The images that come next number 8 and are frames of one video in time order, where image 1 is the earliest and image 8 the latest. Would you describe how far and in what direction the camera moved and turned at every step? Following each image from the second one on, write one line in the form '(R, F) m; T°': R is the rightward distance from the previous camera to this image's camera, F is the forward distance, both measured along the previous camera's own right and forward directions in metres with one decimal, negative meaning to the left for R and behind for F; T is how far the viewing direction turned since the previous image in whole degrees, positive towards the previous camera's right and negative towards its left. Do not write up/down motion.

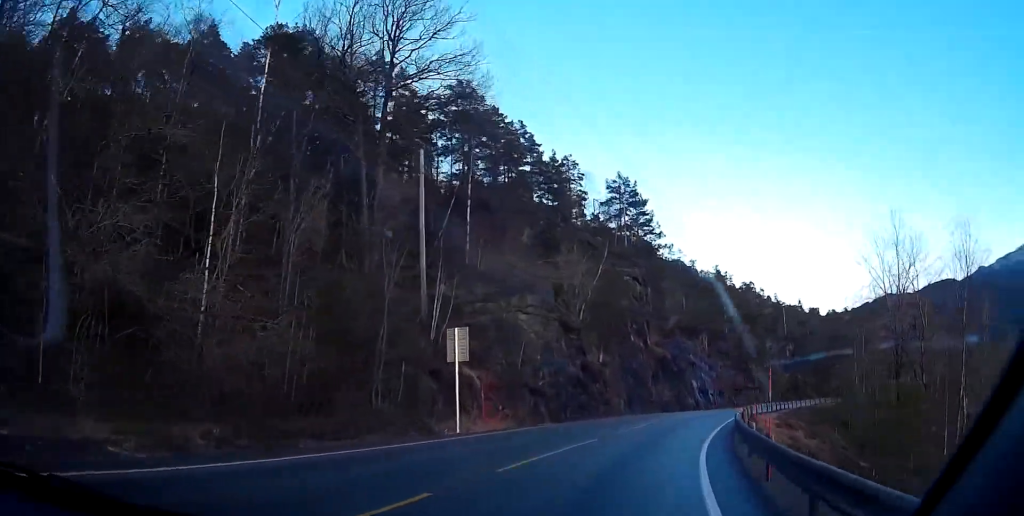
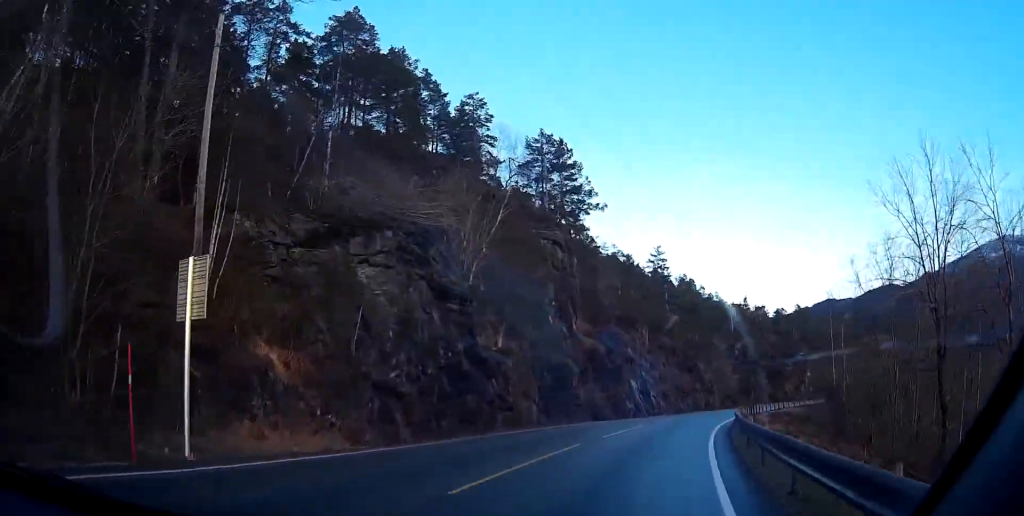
(0.0, +14.6) m; +1°
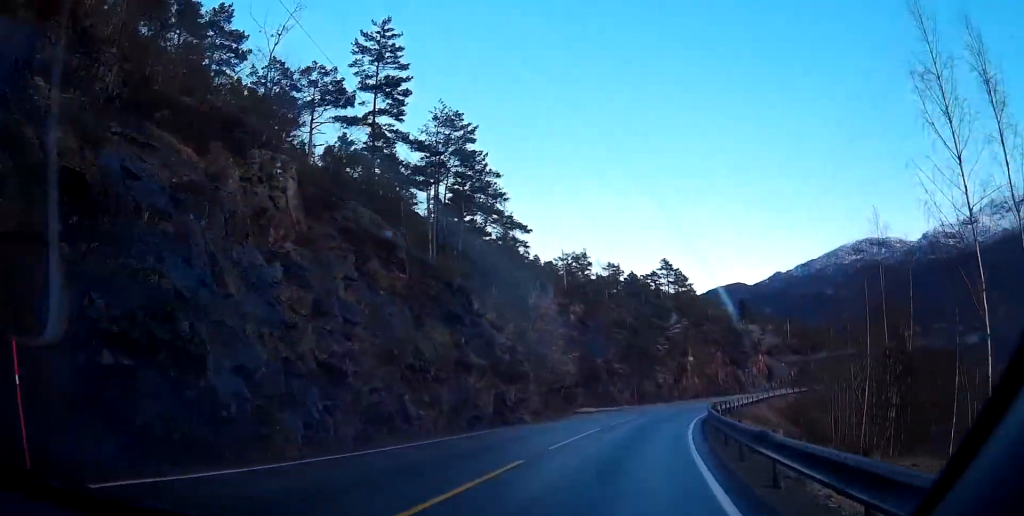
(+7.6, +50.8) m; +16°
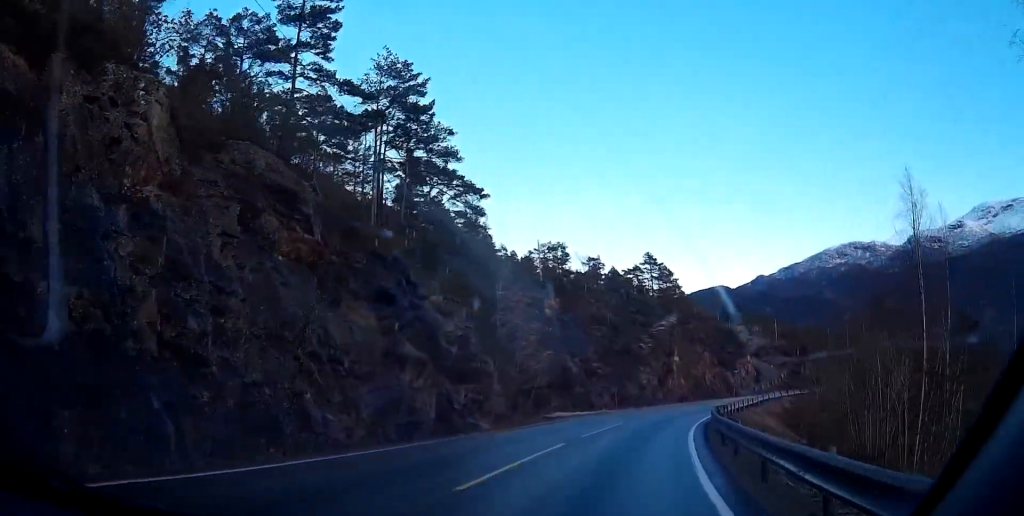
(0.0, +6.9) m; +3°
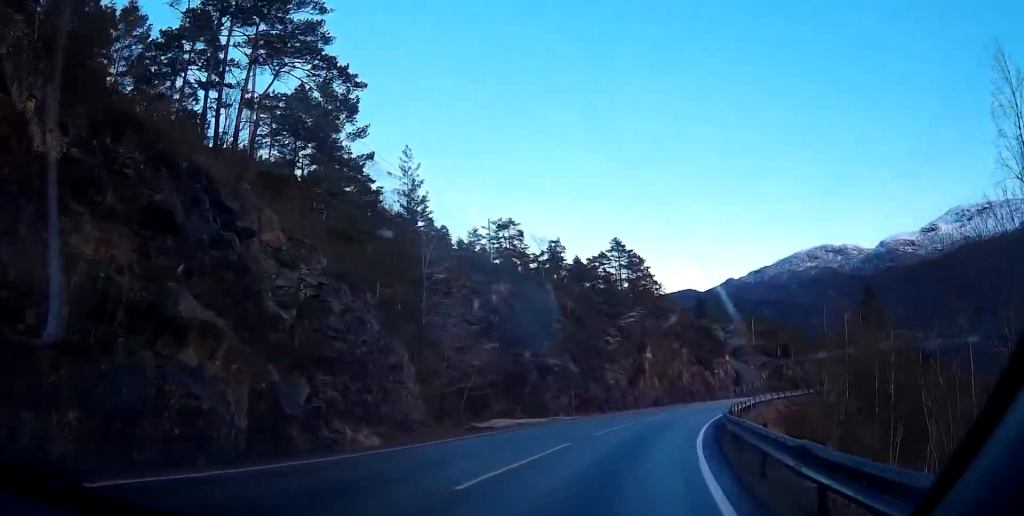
(+0.6, +11.7) m; +2°
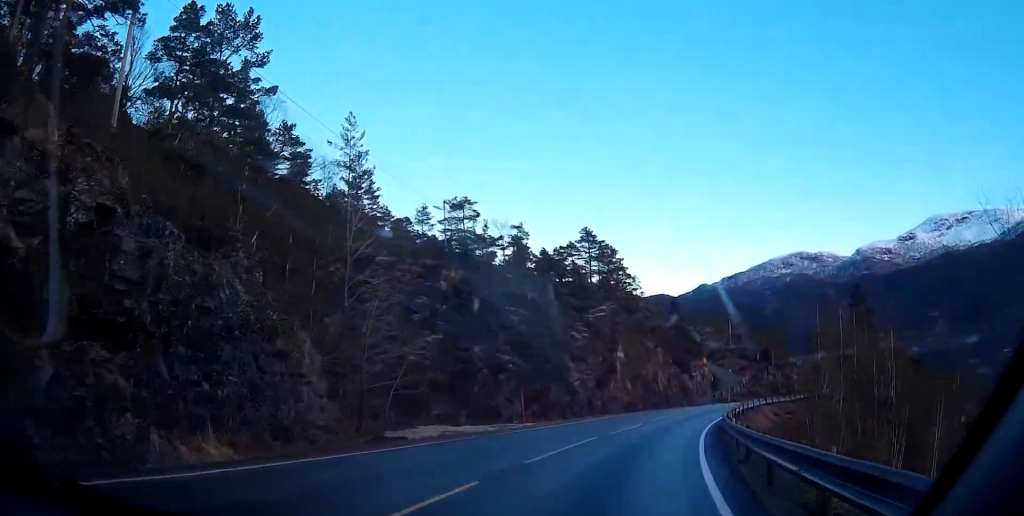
(+0.1, +8.0) m; +1°
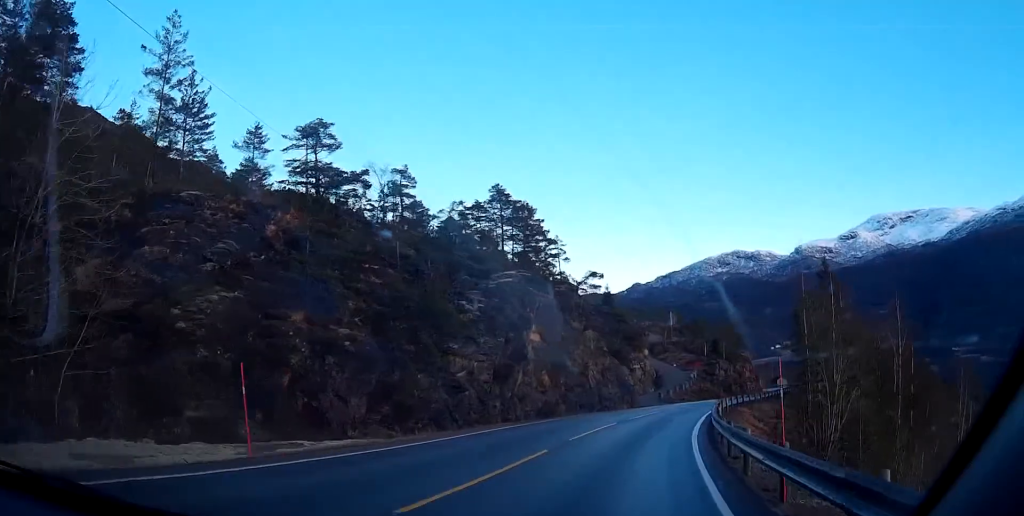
(+0.2, +17.5) m; +3°
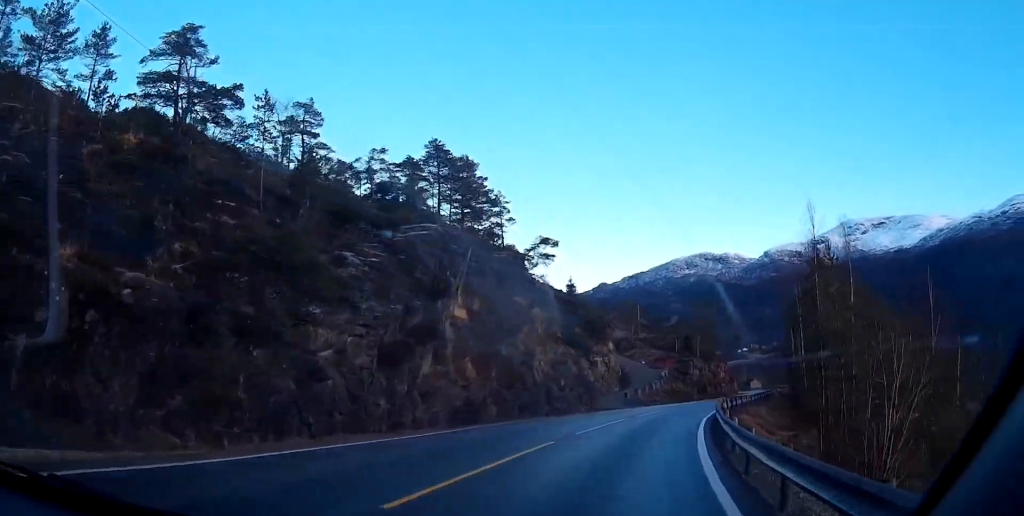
(+0.2, +12.2) m; +4°
